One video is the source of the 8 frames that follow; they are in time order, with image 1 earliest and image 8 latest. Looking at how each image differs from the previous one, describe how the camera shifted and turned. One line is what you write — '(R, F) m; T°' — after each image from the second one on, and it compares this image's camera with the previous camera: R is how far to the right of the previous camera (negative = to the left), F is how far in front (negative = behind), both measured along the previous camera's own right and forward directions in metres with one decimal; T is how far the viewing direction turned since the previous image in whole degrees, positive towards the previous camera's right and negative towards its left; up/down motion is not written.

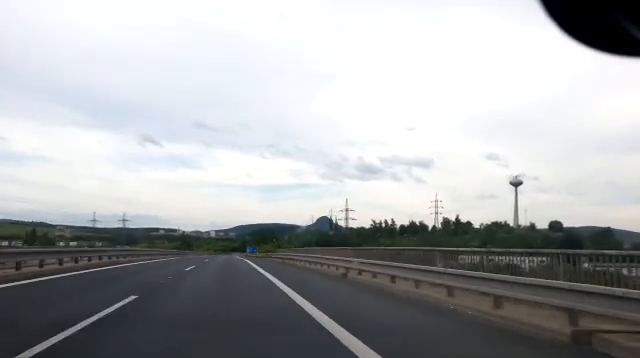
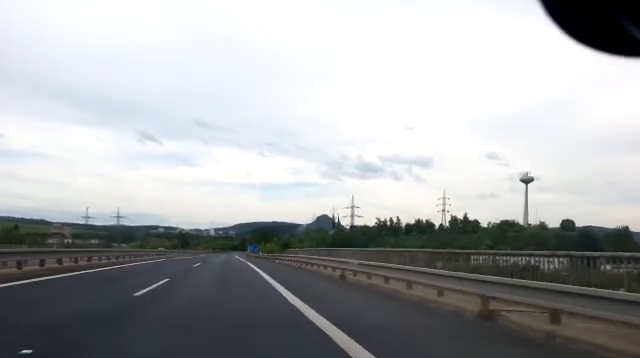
(+0.1, +11.7) m; +1°
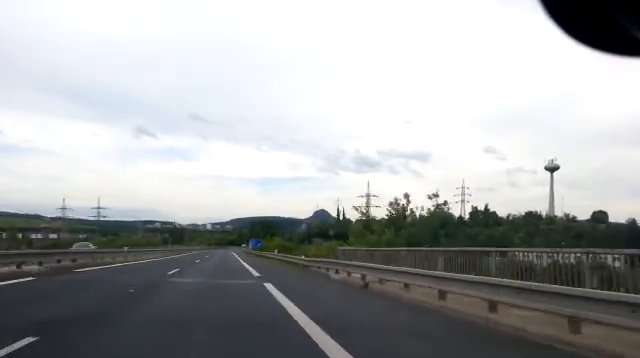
(+0.5, +28.9) m; +1°
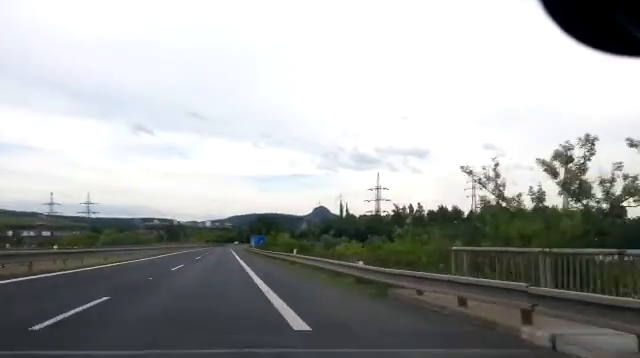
(0.0, +13.3) m; 0°
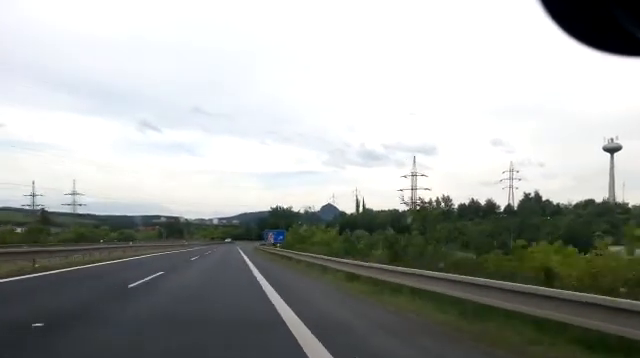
(-0.1, +27.3) m; 0°
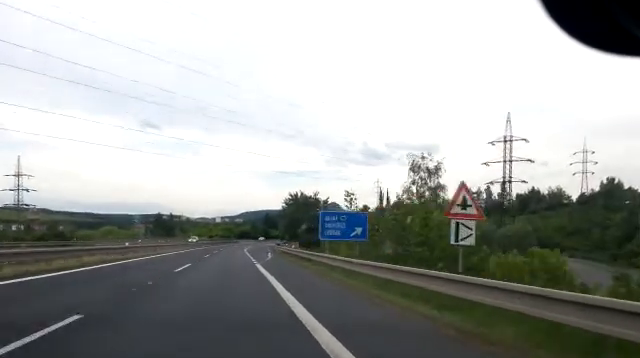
(+0.3, +46.3) m; +1°
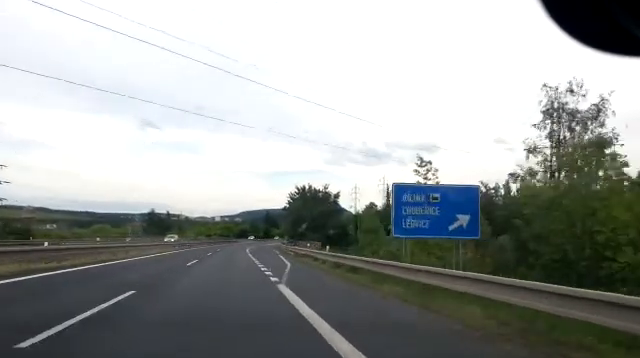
(+0.3, +14.3) m; 0°
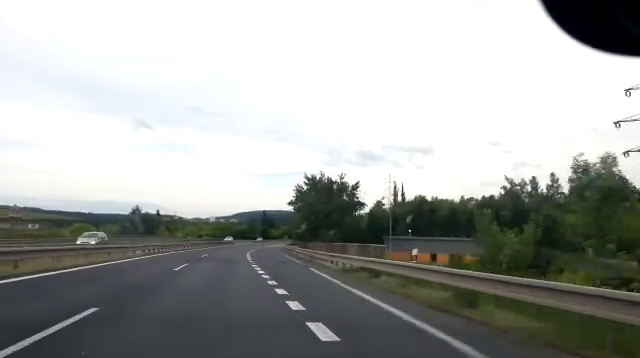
(-0.5, +20.6) m; -1°
